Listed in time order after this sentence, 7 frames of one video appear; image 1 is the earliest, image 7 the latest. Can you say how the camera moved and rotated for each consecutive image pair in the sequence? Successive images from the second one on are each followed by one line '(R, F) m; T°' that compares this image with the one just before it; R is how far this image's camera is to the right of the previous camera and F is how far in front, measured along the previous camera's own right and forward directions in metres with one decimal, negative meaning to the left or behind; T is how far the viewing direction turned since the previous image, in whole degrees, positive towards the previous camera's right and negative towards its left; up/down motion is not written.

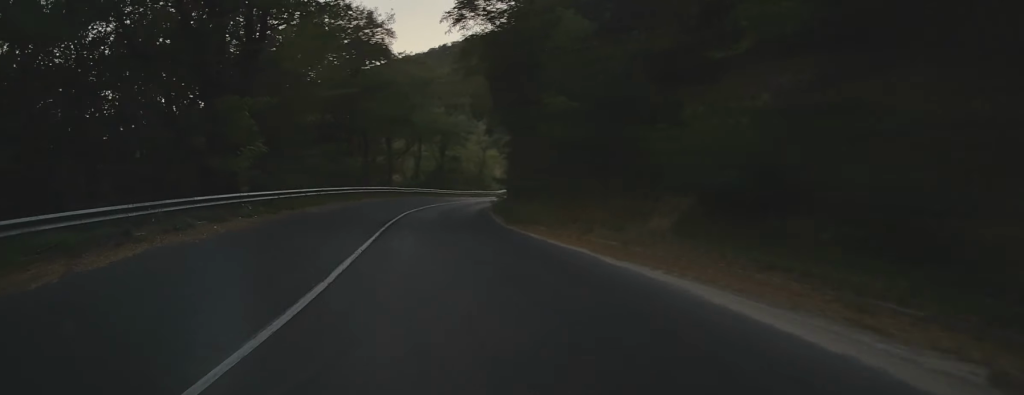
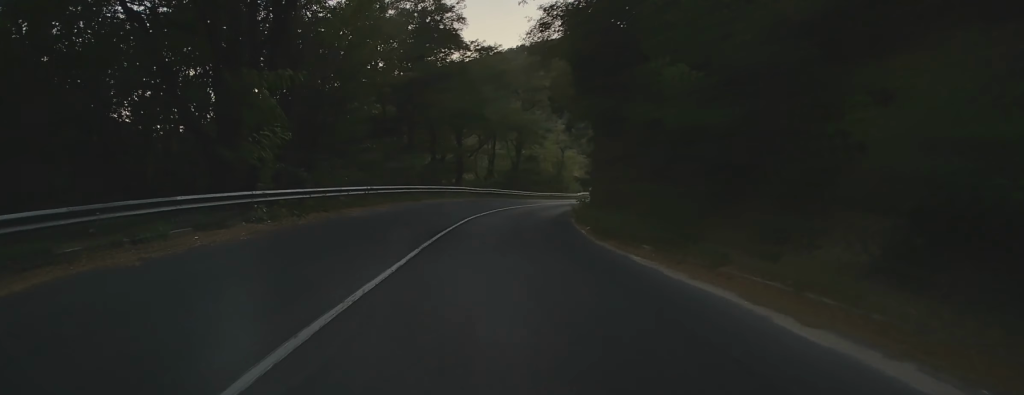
(-0.5, +5.8) m; -6°
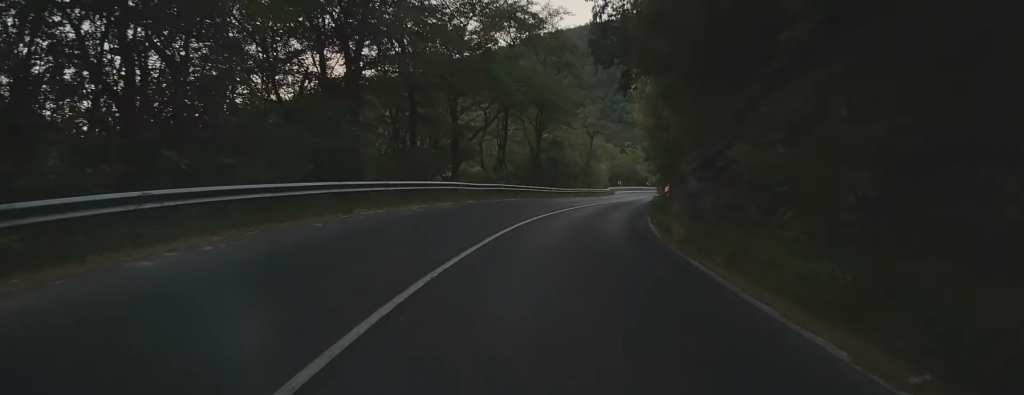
(-2.4, +19.7) m; -5°
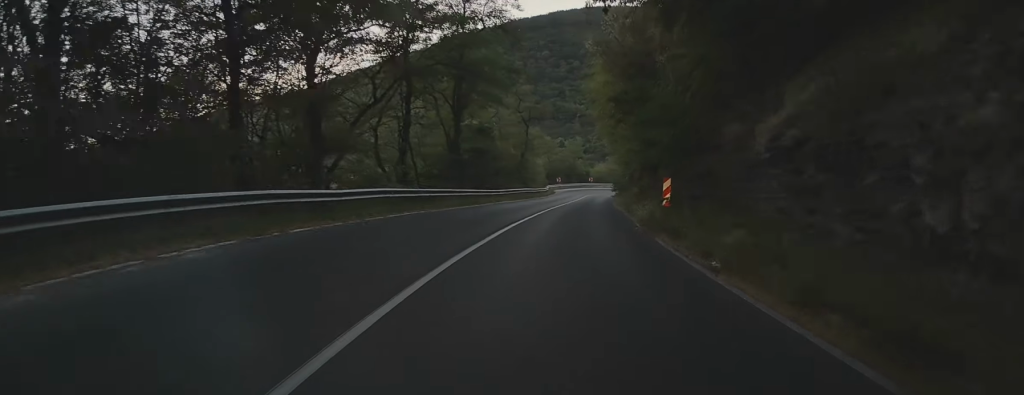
(+1.5, +16.3) m; +7°
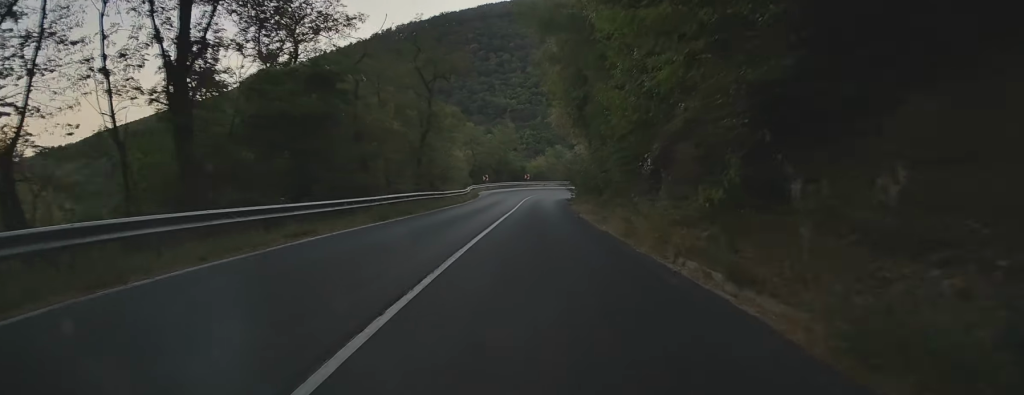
(+1.1, +26.9) m; +5°
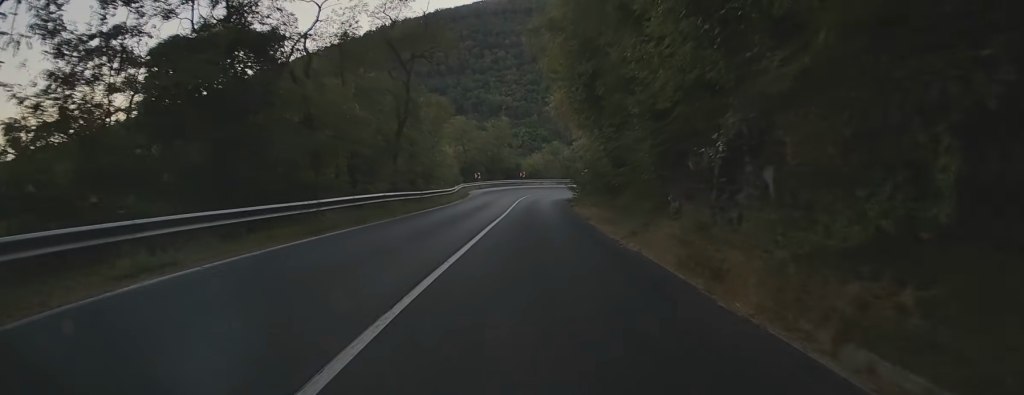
(+0.1, +6.7) m; +2°
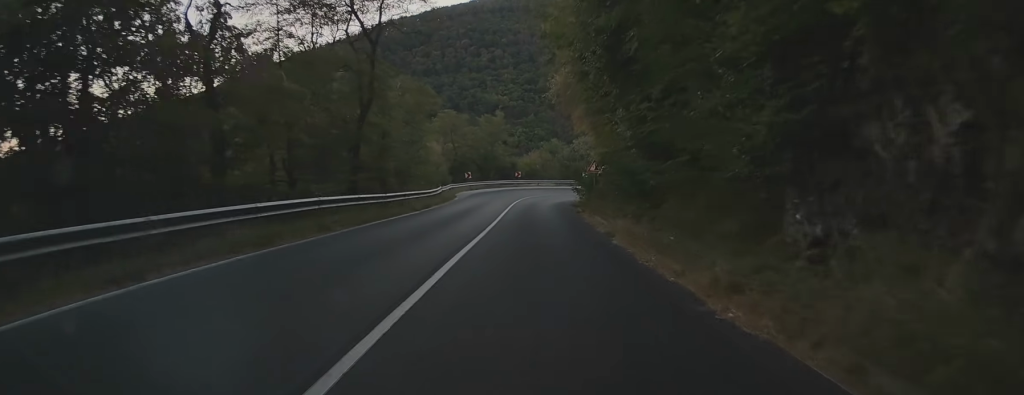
(-0.2, +7.9) m; +4°
